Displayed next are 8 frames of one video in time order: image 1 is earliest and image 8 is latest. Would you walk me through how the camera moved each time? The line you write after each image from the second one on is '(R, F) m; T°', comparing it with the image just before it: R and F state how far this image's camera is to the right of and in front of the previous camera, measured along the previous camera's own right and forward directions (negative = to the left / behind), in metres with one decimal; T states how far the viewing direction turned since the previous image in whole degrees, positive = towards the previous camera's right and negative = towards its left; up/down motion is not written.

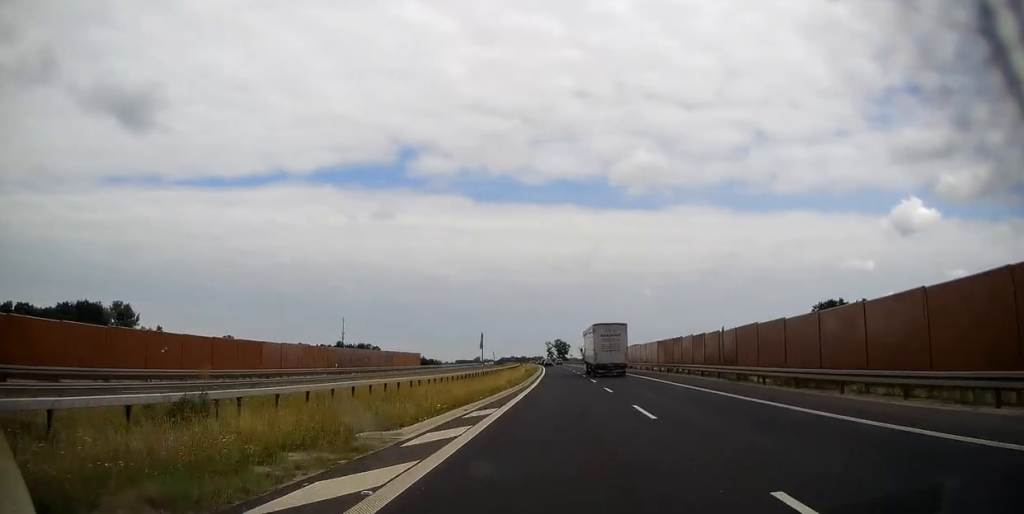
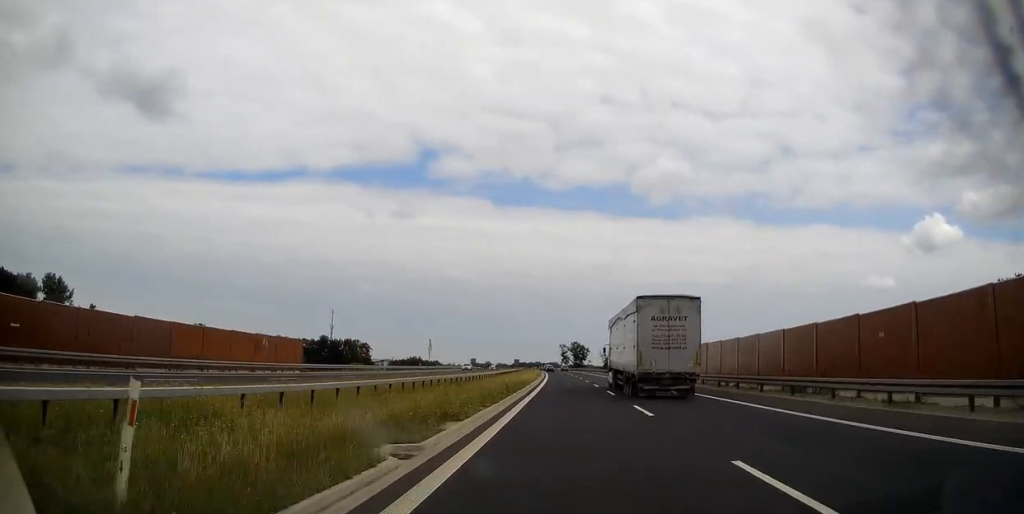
(-0.6, +58.0) m; -1°
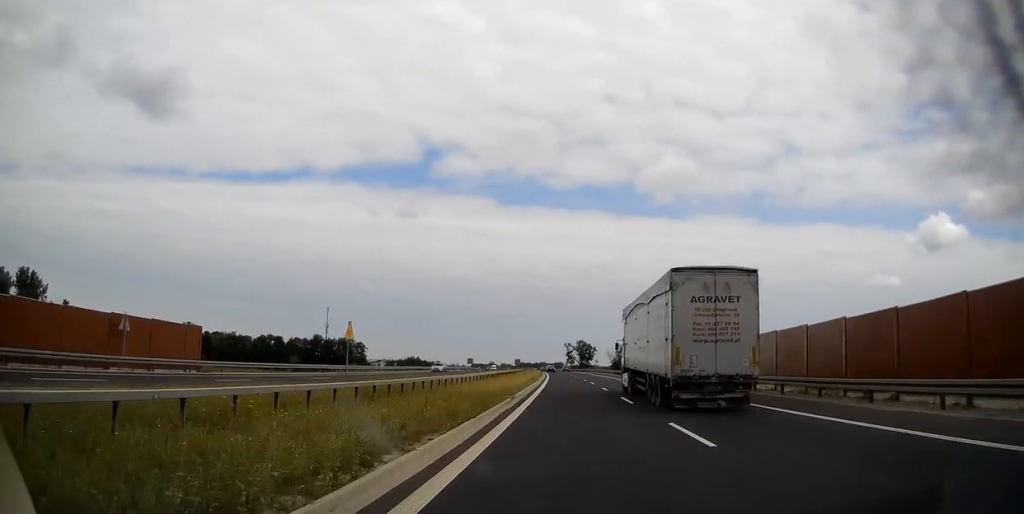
(-0.1, +18.7) m; 0°
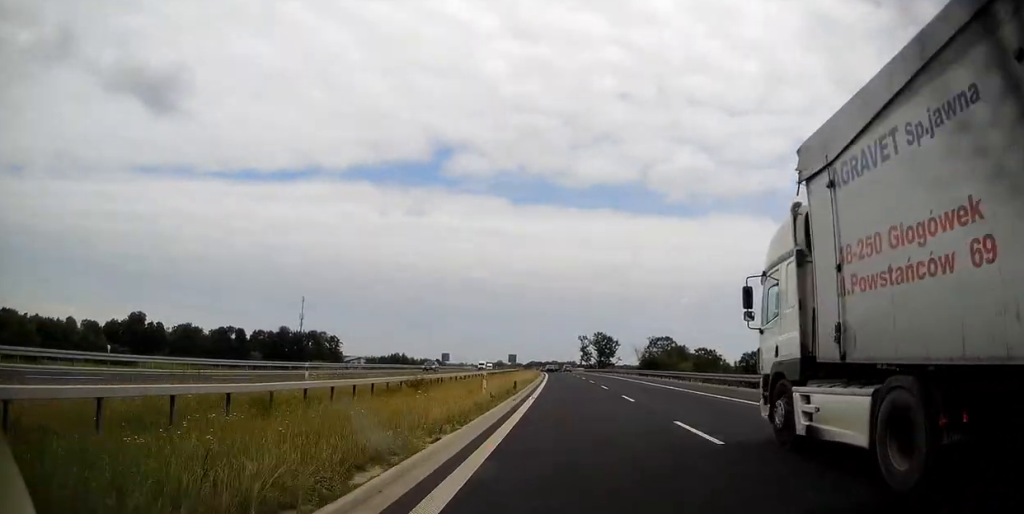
(-0.6, +61.2) m; -1°
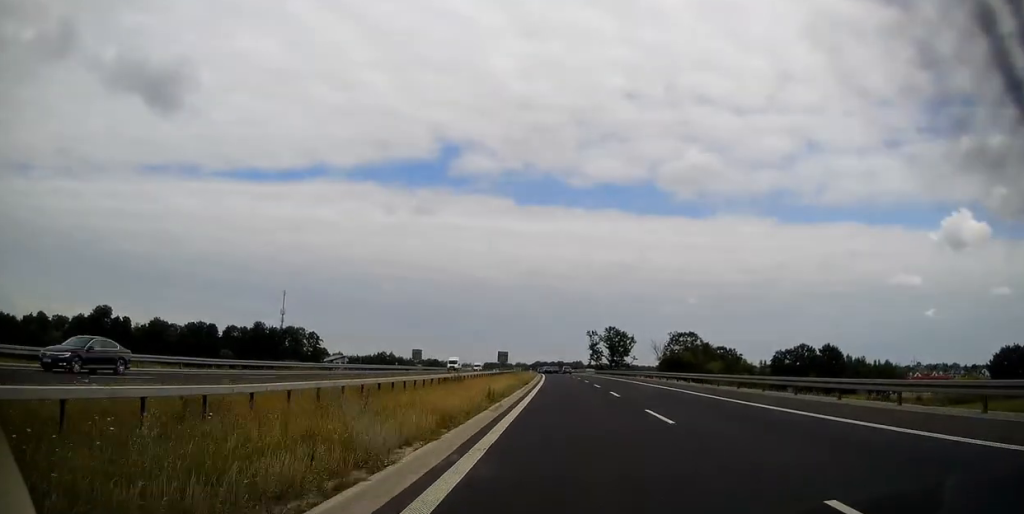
(-0.2, +32.9) m; -1°
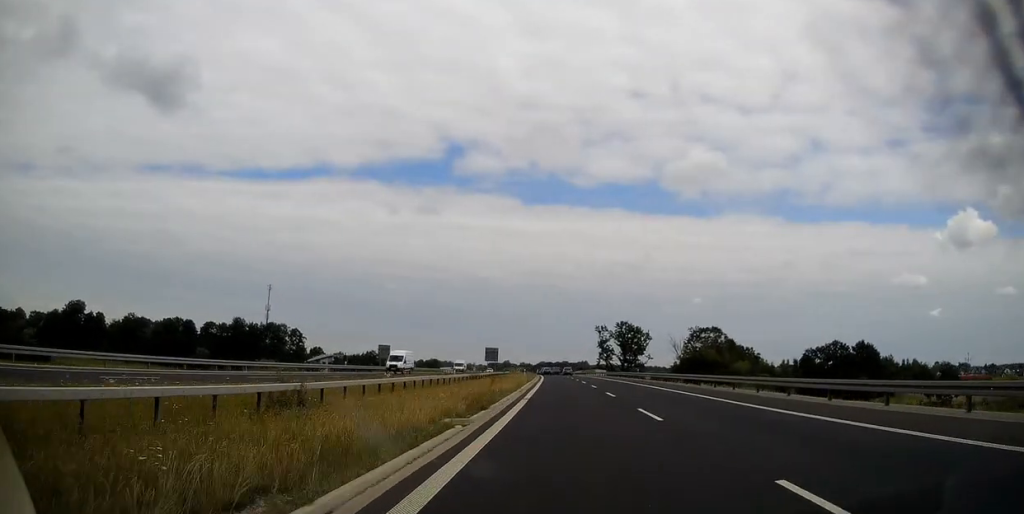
(-0.1, +23.6) m; 0°
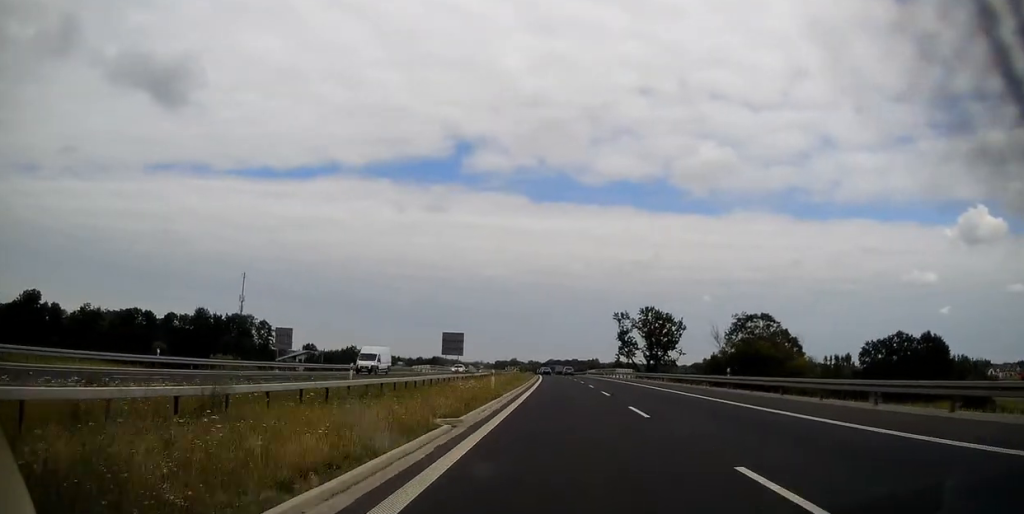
(-0.1, +35.4) m; -1°
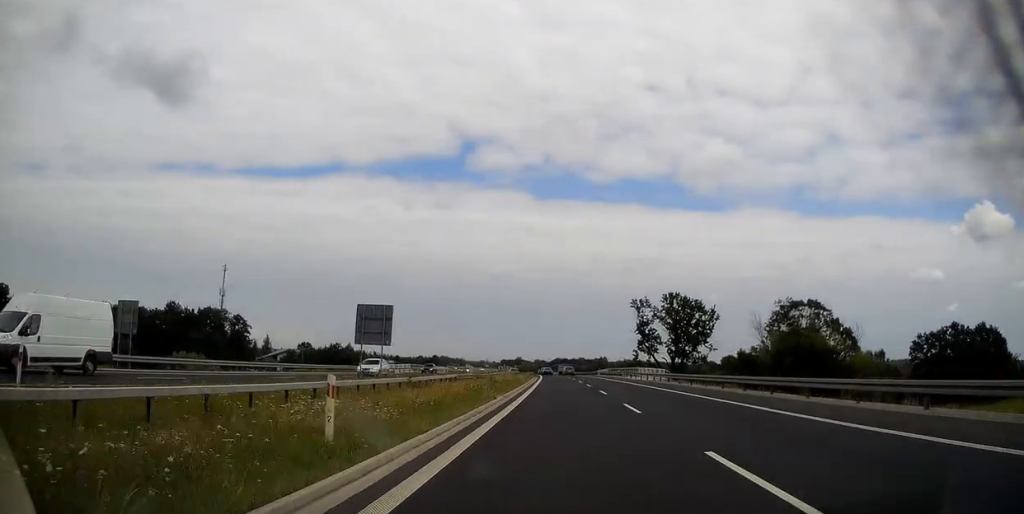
(-0.3, +22.9) m; -1°
